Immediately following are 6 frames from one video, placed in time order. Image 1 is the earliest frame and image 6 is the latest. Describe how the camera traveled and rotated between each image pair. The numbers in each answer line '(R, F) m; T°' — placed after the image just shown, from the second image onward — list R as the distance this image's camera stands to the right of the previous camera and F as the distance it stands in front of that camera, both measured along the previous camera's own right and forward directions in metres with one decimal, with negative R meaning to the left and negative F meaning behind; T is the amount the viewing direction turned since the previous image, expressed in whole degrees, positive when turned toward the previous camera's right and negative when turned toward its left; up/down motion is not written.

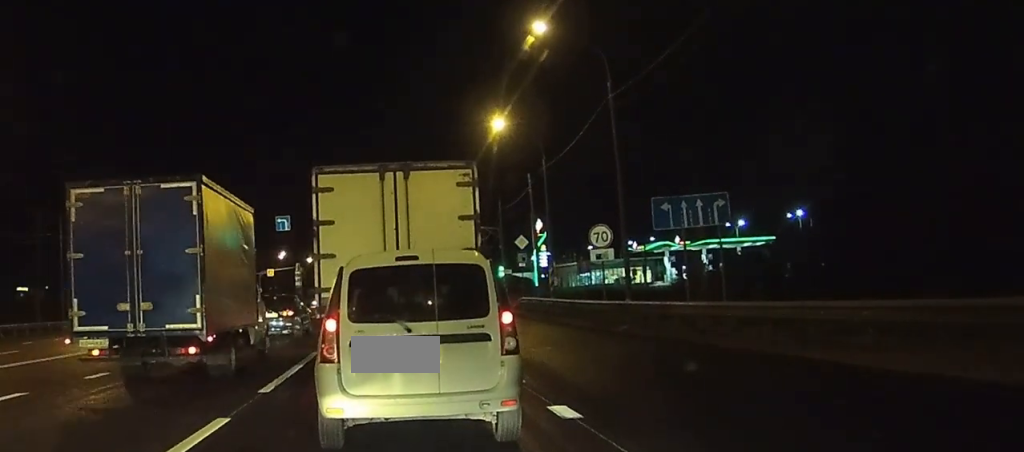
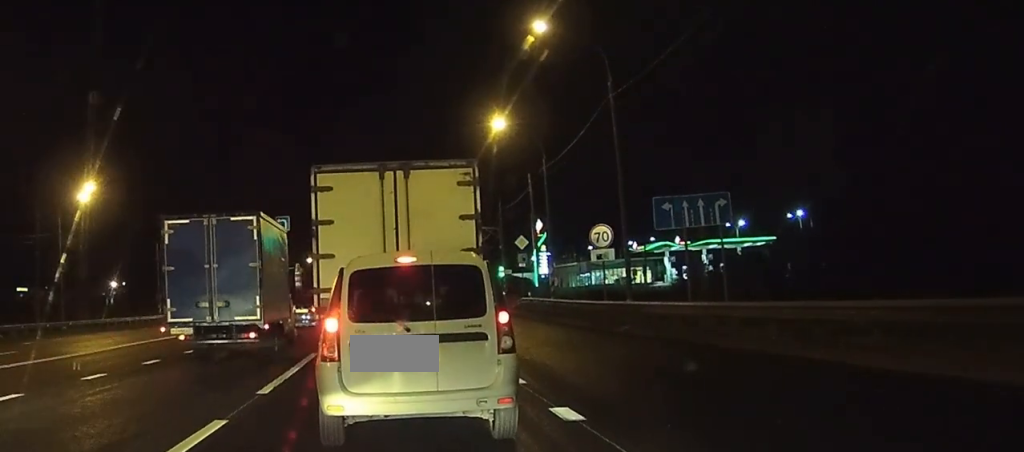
(0.0, +0.1) m; 0°
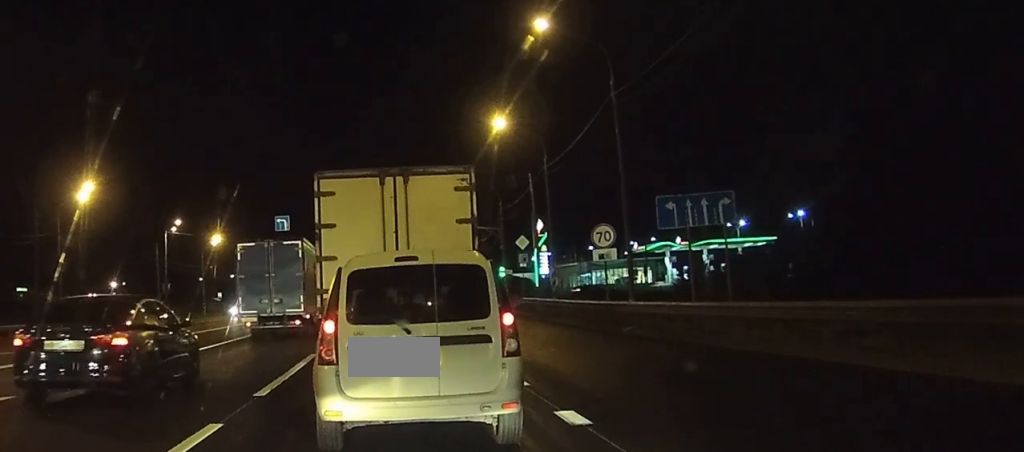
(0.0, +0.1) m; 0°
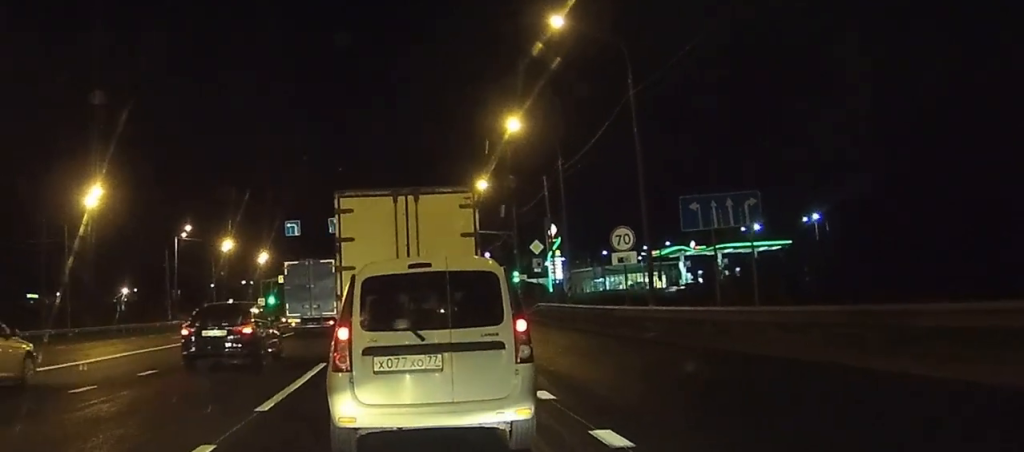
(-0.1, +1.0) m; -5°
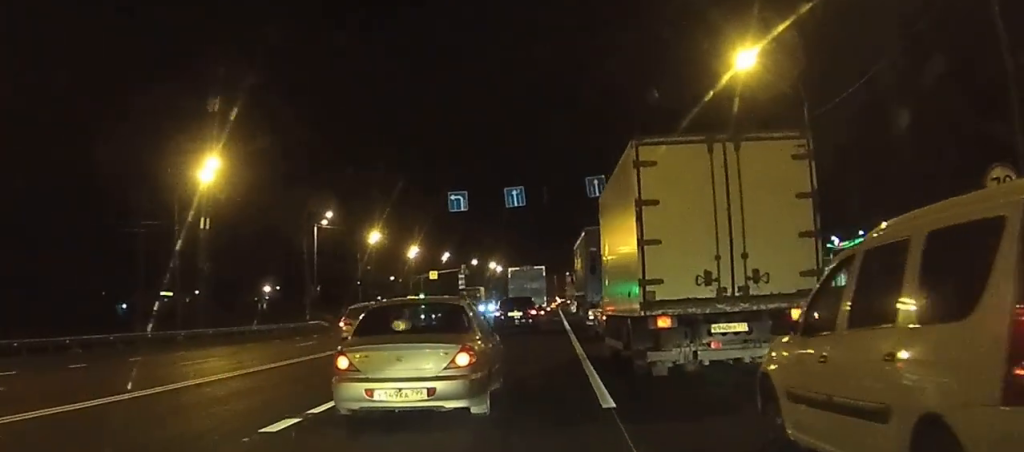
(-1.0, +12.7) m; 0°
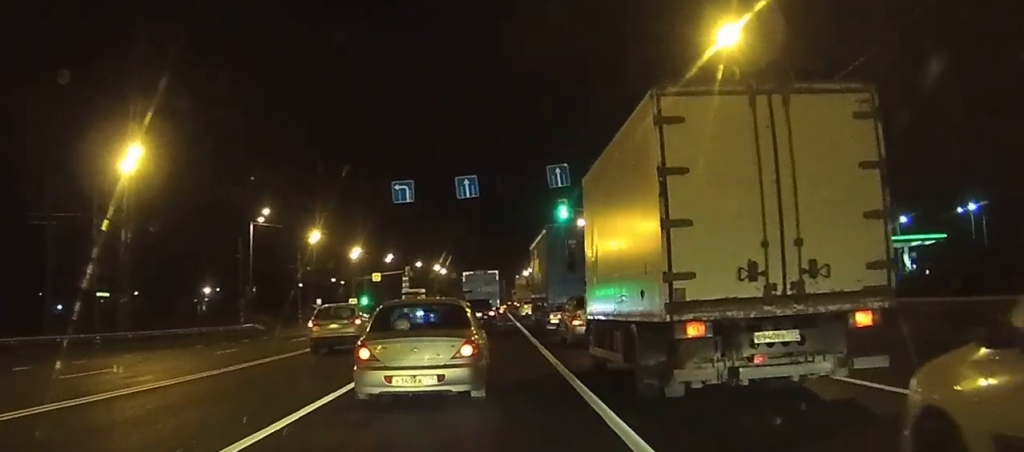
(+0.1, +5.0) m; +2°
